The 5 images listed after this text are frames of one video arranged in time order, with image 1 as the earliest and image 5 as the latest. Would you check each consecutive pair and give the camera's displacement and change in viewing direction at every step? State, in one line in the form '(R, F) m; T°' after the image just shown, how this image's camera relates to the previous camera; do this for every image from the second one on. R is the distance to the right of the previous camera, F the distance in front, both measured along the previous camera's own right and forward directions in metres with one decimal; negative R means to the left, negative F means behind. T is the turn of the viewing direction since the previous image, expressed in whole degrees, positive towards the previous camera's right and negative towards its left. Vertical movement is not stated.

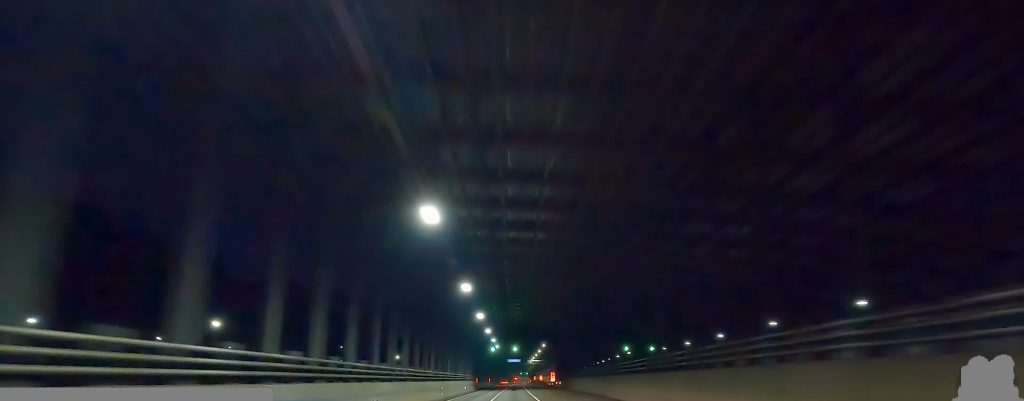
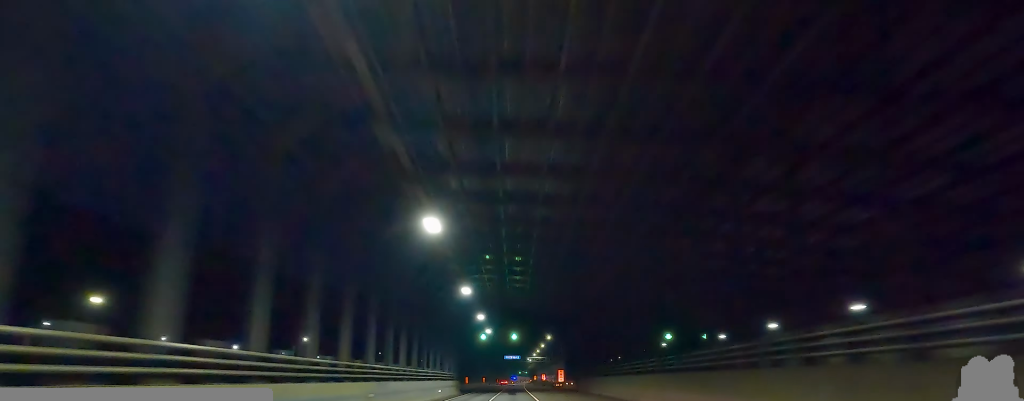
(+0.1, +24.8) m; 0°
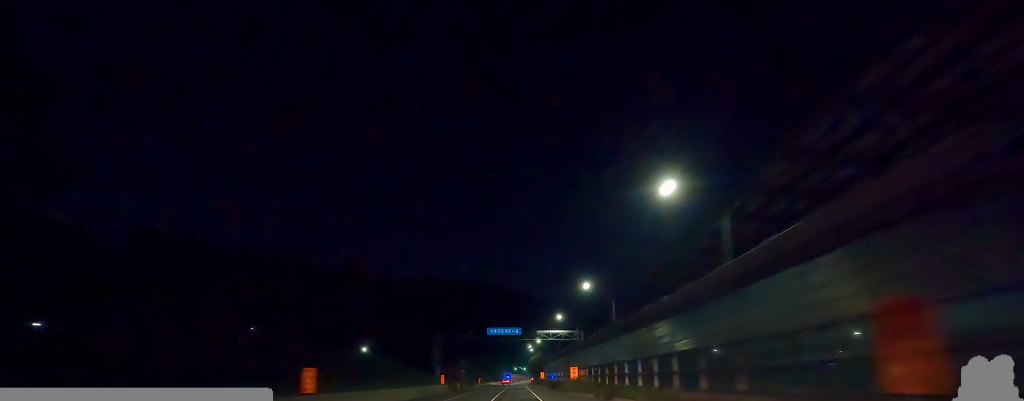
(+1.2, +84.1) m; +2°
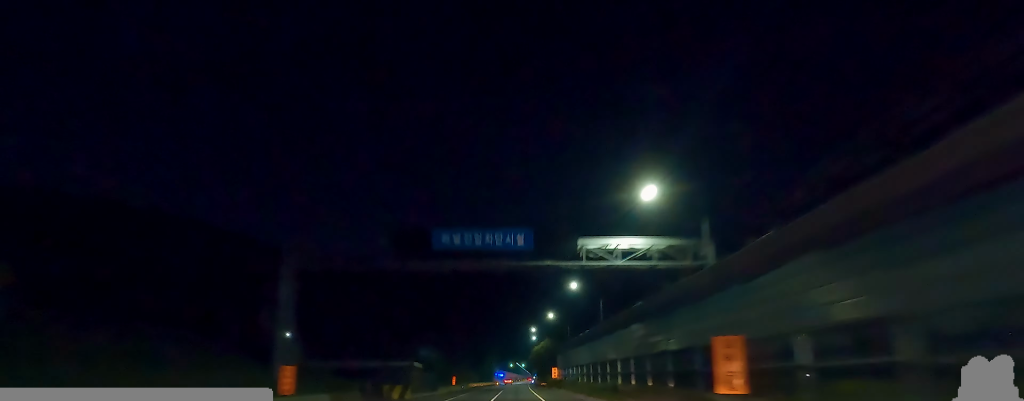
(-0.5, +48.9) m; -1°
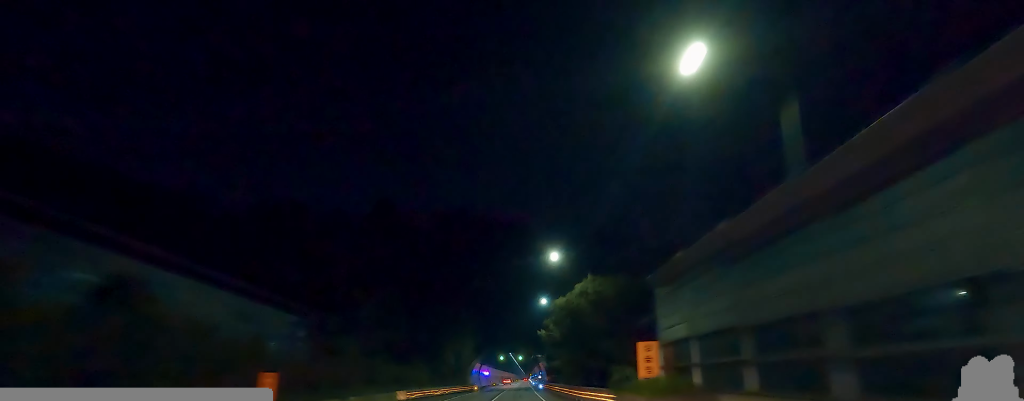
(+1.4, +59.9) m; +2°
